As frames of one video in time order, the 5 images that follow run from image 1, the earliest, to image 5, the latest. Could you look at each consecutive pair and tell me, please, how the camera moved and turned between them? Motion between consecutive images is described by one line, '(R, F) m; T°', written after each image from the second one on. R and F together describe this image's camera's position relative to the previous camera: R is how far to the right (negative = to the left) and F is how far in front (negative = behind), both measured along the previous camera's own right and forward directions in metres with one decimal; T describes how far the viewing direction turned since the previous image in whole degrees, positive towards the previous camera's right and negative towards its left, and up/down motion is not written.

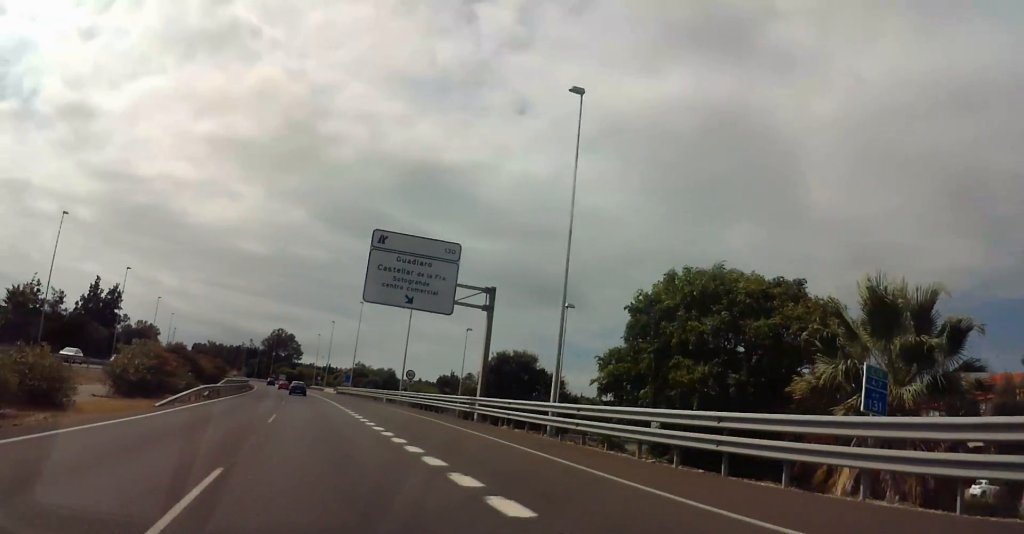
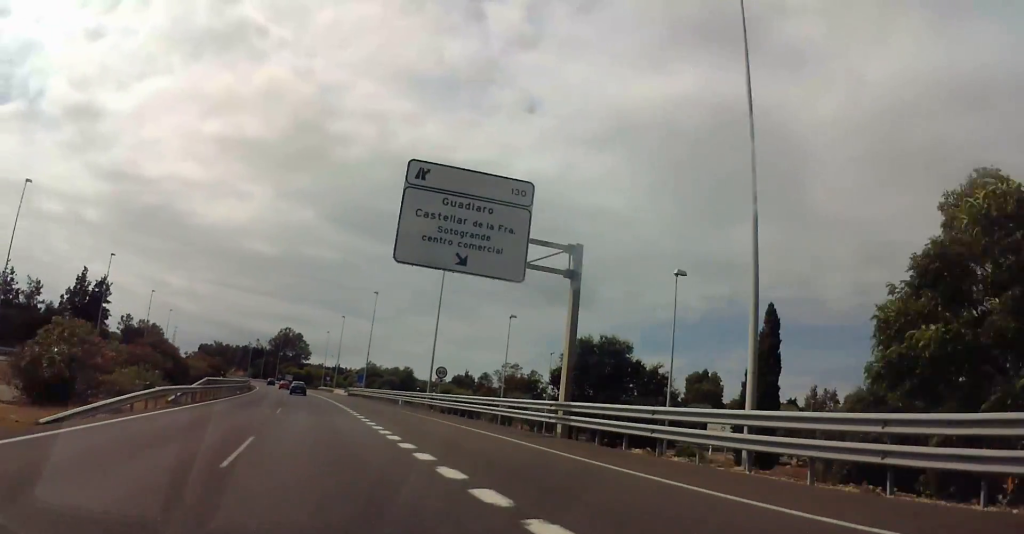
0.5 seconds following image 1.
(-0.2, +11.8) m; -1°
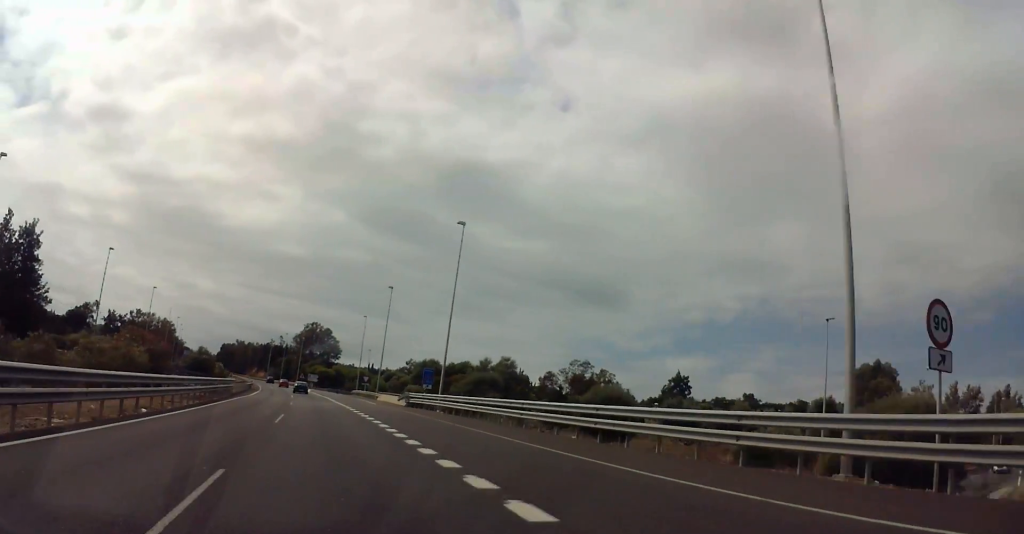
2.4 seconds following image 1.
(-0.7, +42.5) m; -1°
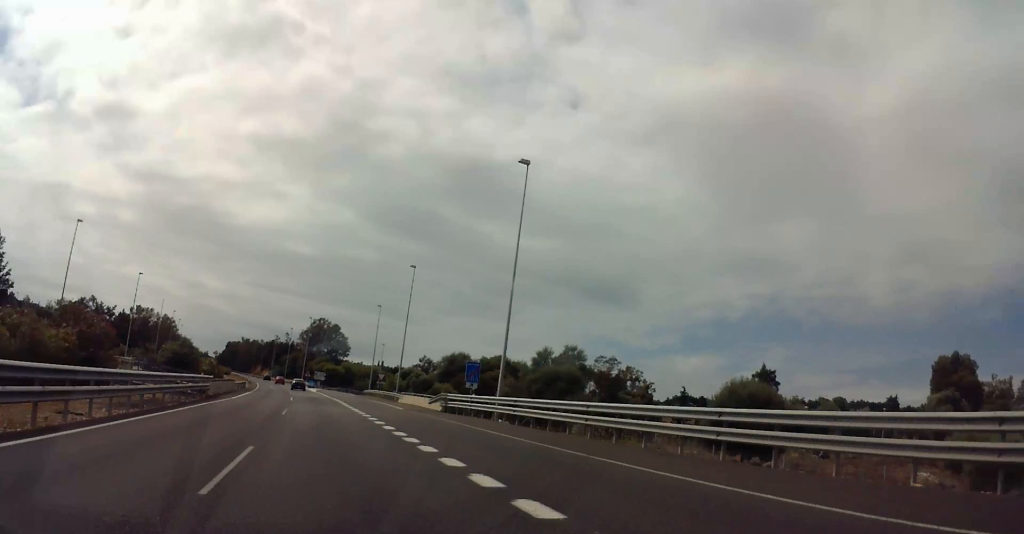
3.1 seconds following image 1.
(+0.1, +15.3) m; 0°
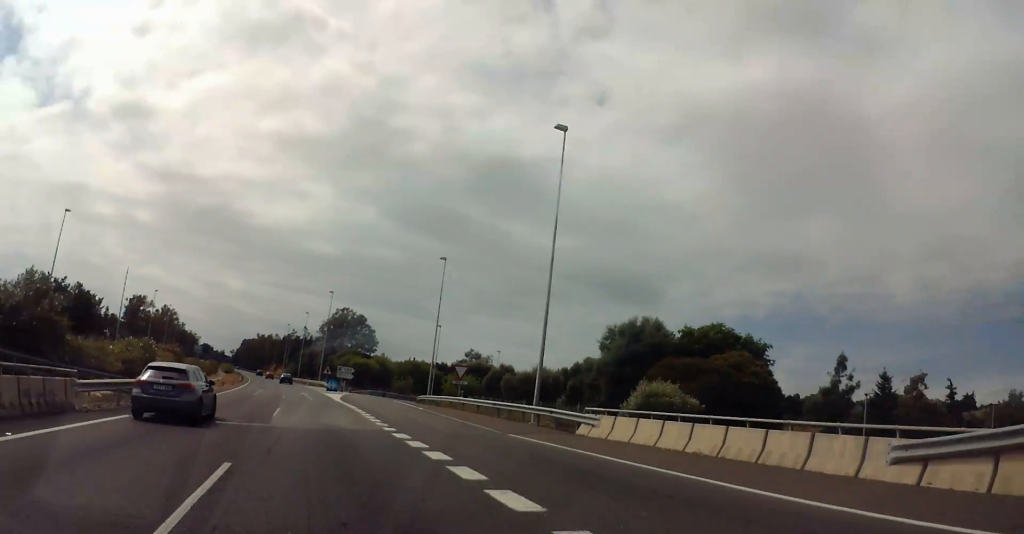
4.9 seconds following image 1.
(-0.4, +41.4) m; -4°
